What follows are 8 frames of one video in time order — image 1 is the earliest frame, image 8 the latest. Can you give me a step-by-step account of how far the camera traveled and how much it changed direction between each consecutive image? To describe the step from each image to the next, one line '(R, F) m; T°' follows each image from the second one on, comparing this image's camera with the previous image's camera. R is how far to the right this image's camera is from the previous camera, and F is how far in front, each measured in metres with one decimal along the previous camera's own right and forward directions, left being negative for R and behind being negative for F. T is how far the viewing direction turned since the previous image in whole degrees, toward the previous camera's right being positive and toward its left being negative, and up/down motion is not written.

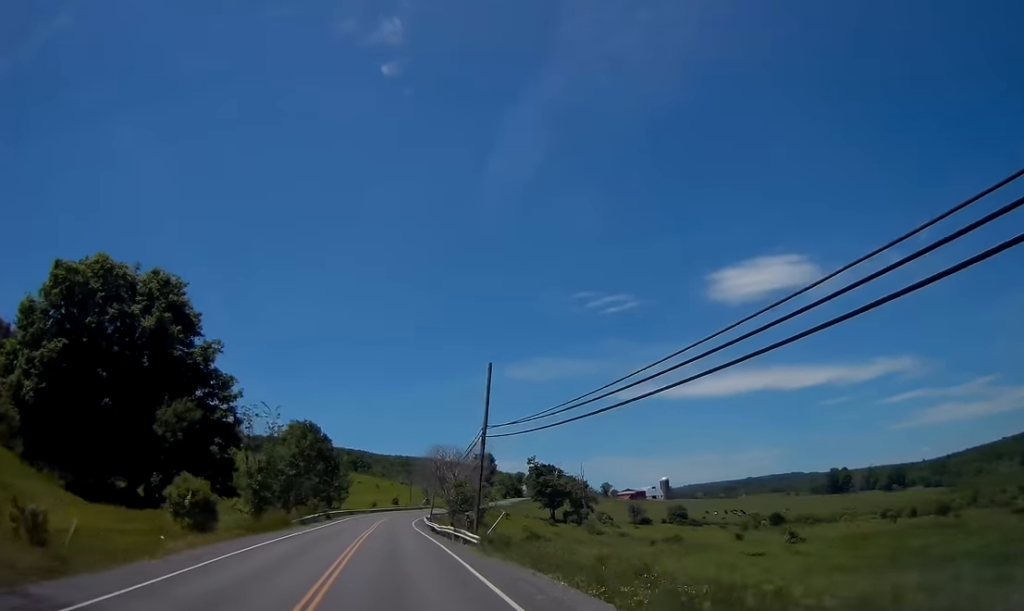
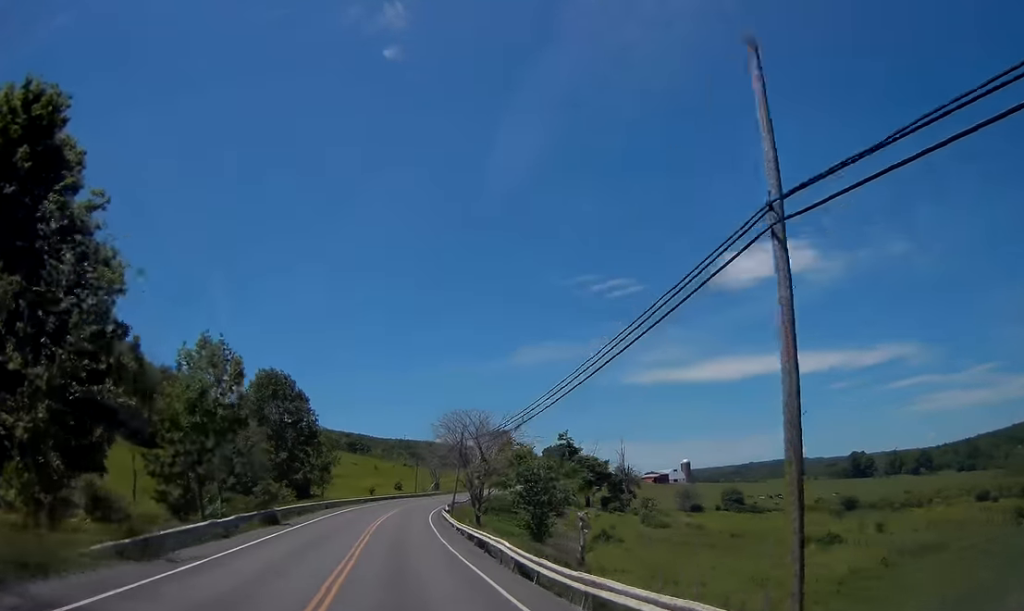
(+0.1, +30.6) m; +1°
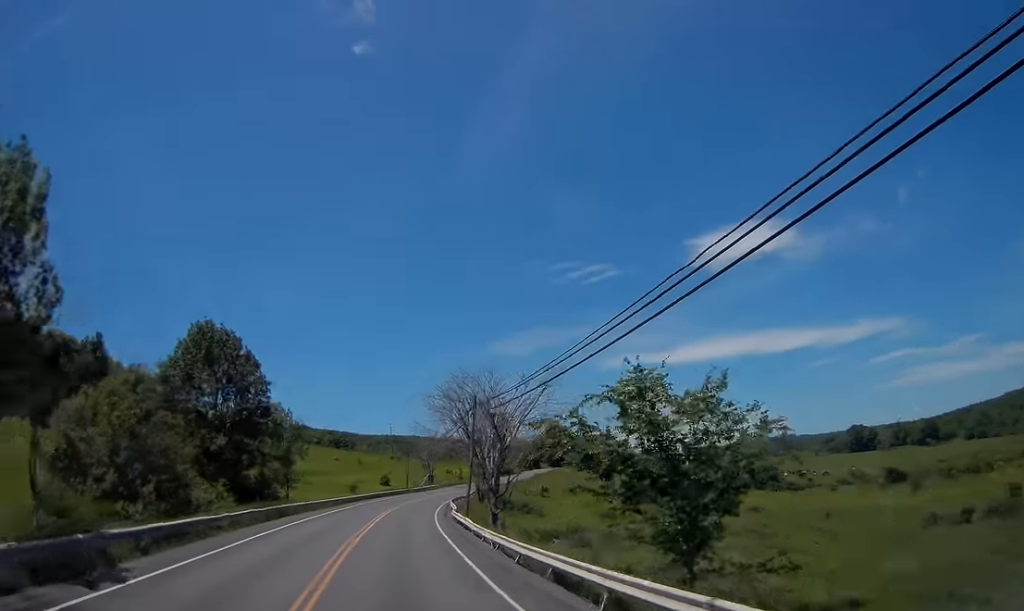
(+0.1, +19.6) m; +1°
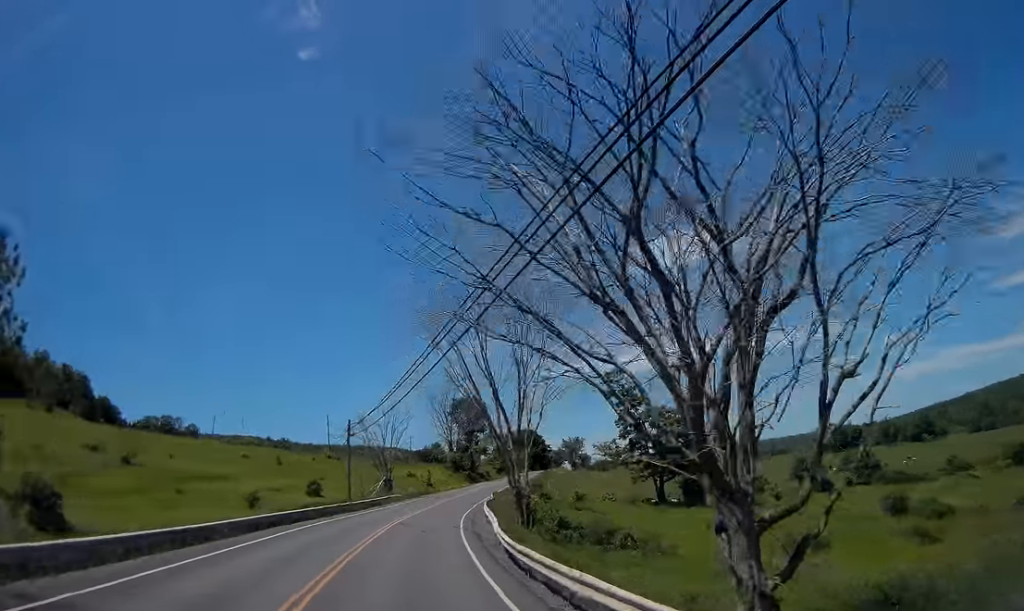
(+0.7, +45.8) m; +2°
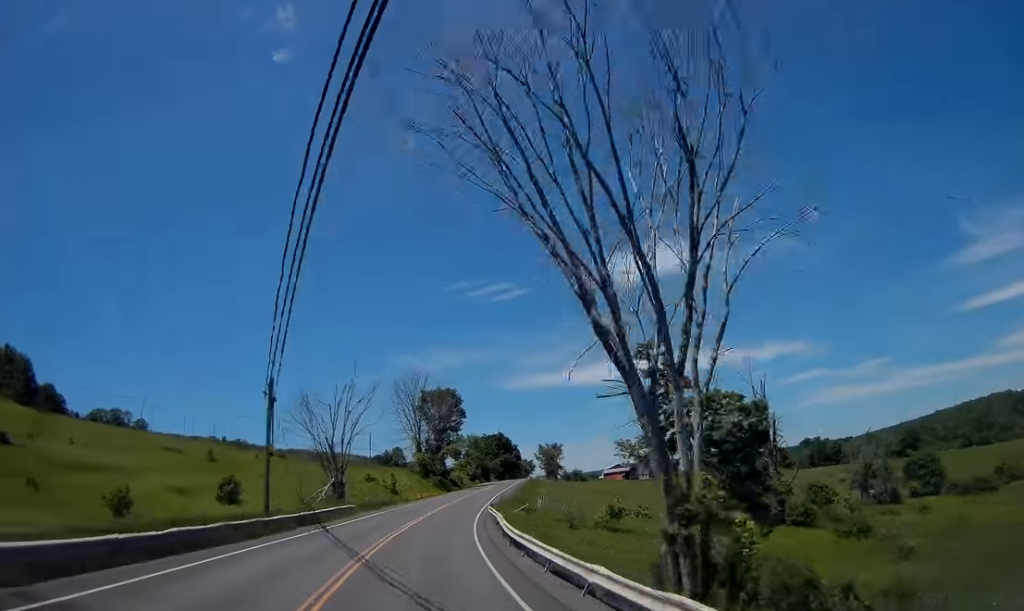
(+0.1, +21.5) m; +2°
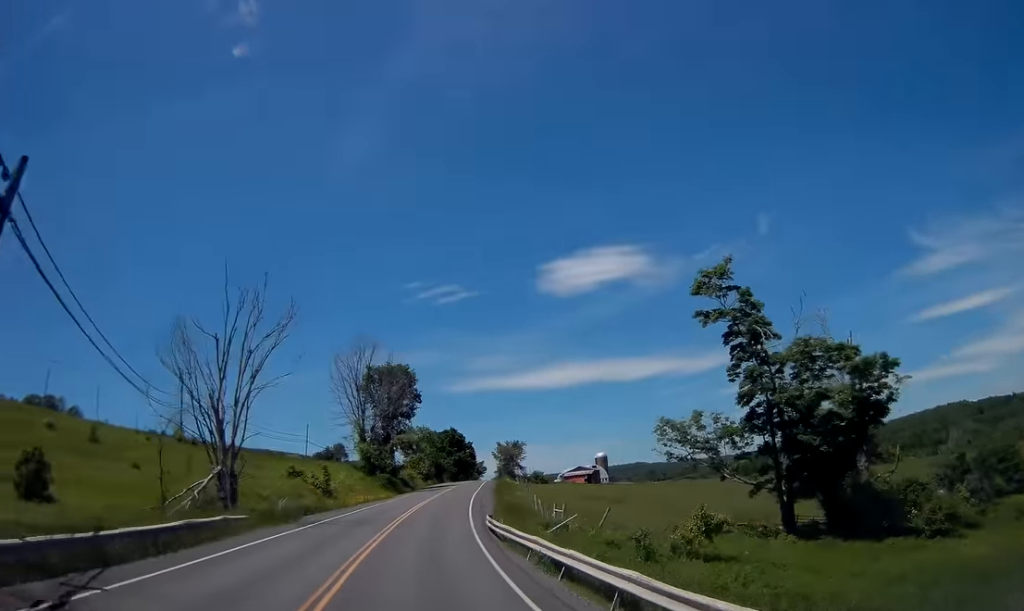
(+0.6, +21.4) m; +4°
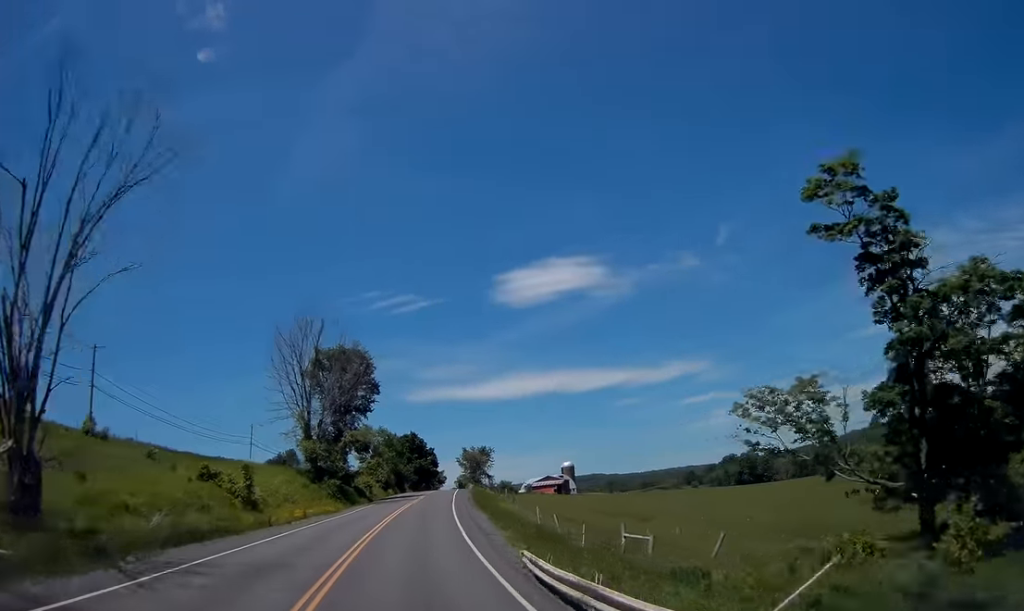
(+0.5, +15.7) m; +4°
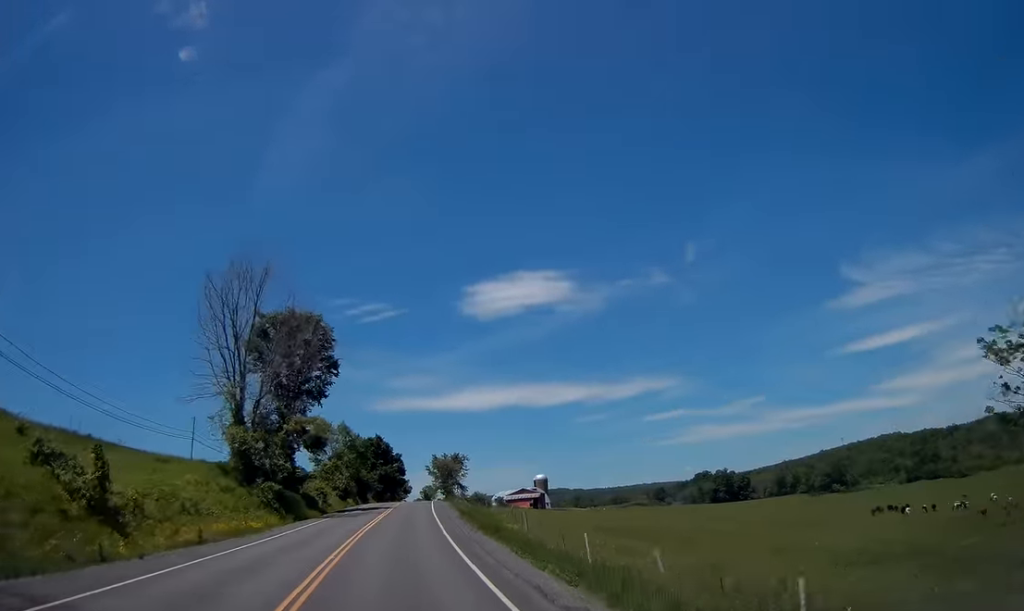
(+0.7, +16.4) m; +3°
